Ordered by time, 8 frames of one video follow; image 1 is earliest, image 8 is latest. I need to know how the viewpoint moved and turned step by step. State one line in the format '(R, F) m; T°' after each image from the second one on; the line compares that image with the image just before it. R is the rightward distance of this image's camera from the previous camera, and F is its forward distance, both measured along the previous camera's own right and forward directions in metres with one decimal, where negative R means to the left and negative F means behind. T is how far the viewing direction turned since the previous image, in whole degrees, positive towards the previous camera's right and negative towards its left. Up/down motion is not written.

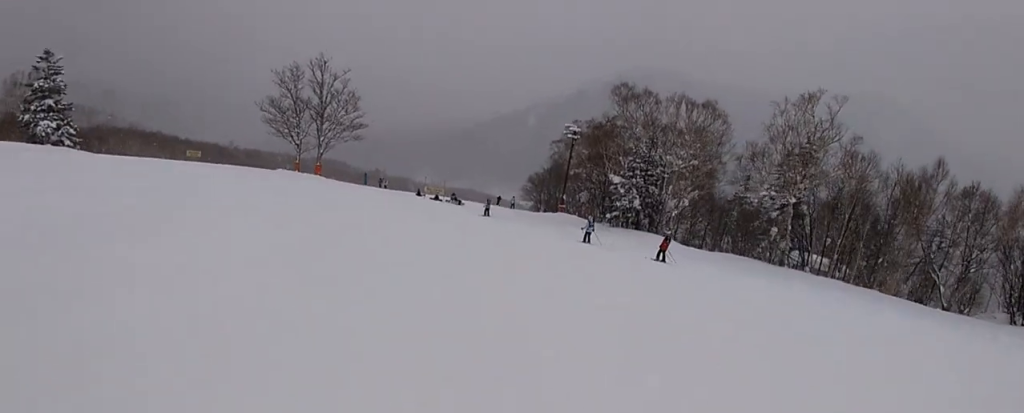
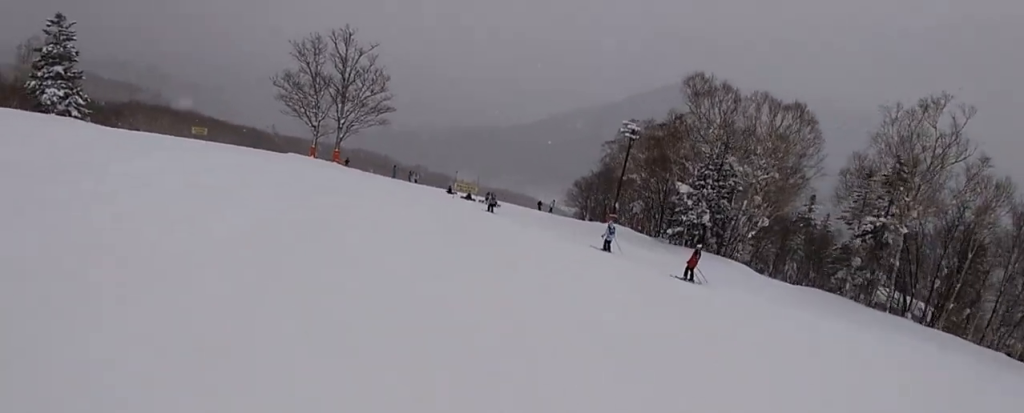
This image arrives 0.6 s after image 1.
(-0.6, +7.3) m; -8°
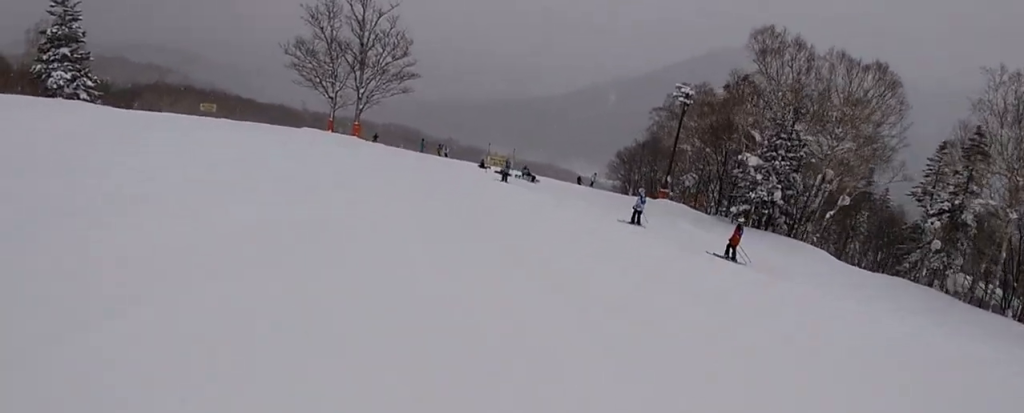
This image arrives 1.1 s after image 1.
(-0.4, +4.5) m; -3°
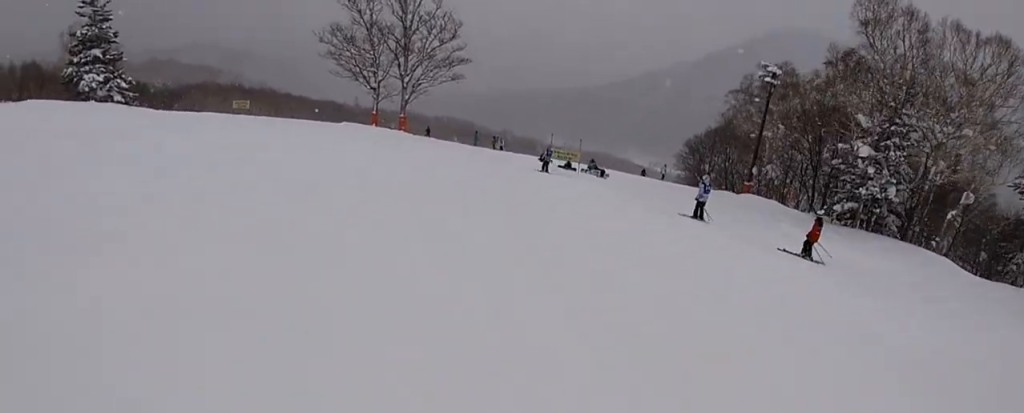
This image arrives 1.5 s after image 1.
(-0.2, +4.6) m; -3°
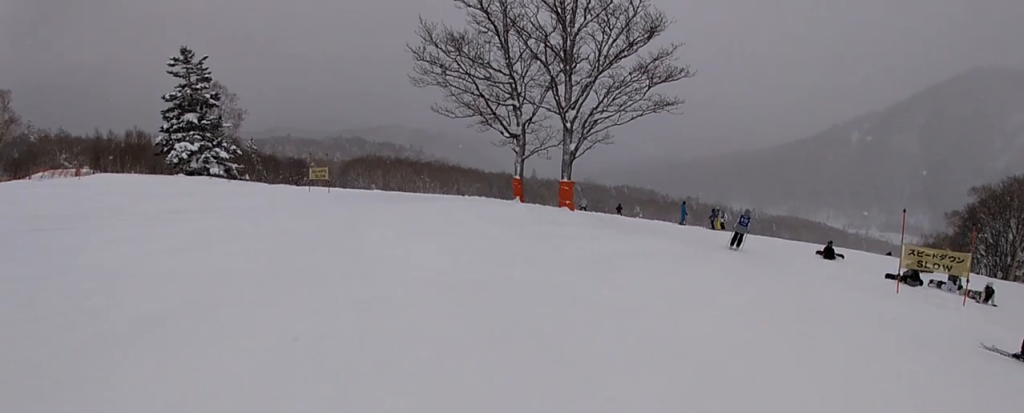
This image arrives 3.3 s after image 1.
(-0.1, +16.6) m; -8°
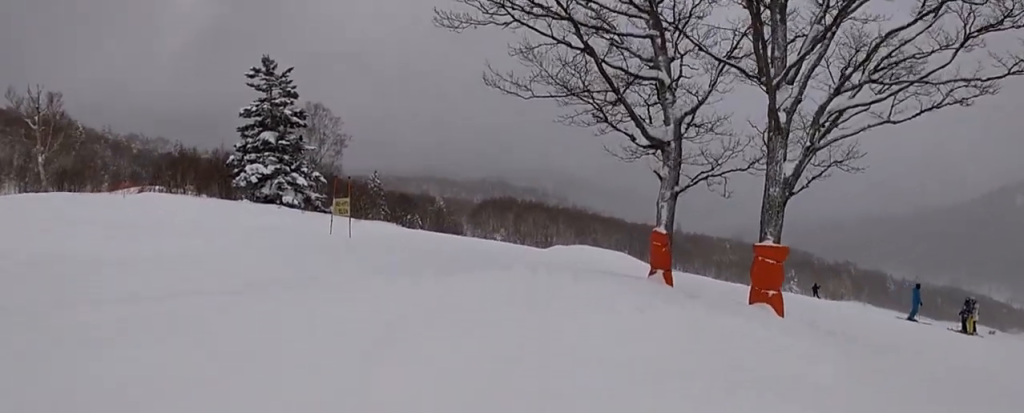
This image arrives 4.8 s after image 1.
(-2.2, +10.2) m; -20°
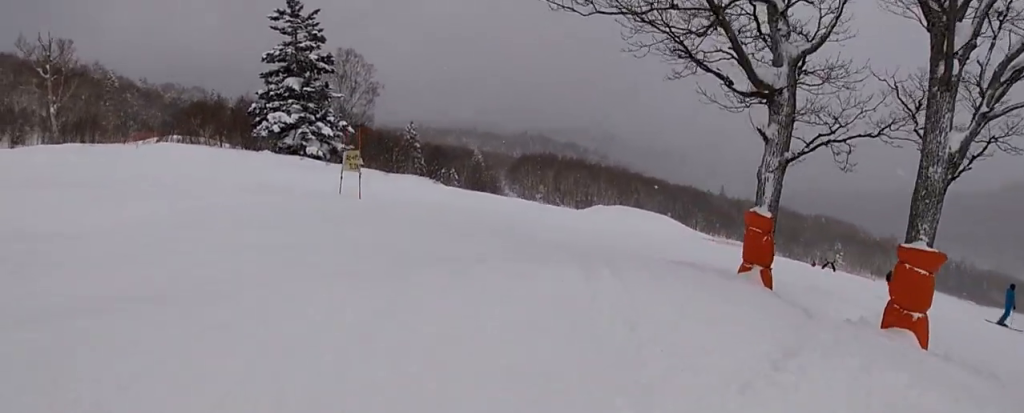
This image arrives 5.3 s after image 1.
(-0.2, +3.0) m; -3°
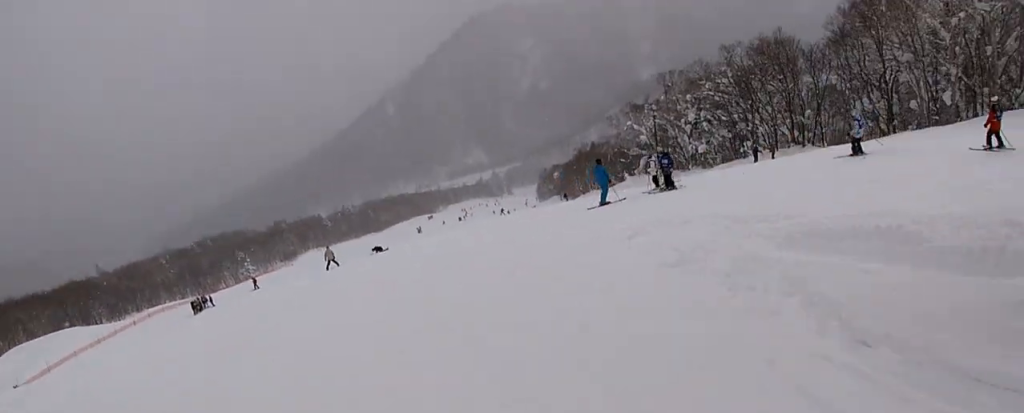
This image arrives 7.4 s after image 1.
(+4.8, +10.7) m; +59°
